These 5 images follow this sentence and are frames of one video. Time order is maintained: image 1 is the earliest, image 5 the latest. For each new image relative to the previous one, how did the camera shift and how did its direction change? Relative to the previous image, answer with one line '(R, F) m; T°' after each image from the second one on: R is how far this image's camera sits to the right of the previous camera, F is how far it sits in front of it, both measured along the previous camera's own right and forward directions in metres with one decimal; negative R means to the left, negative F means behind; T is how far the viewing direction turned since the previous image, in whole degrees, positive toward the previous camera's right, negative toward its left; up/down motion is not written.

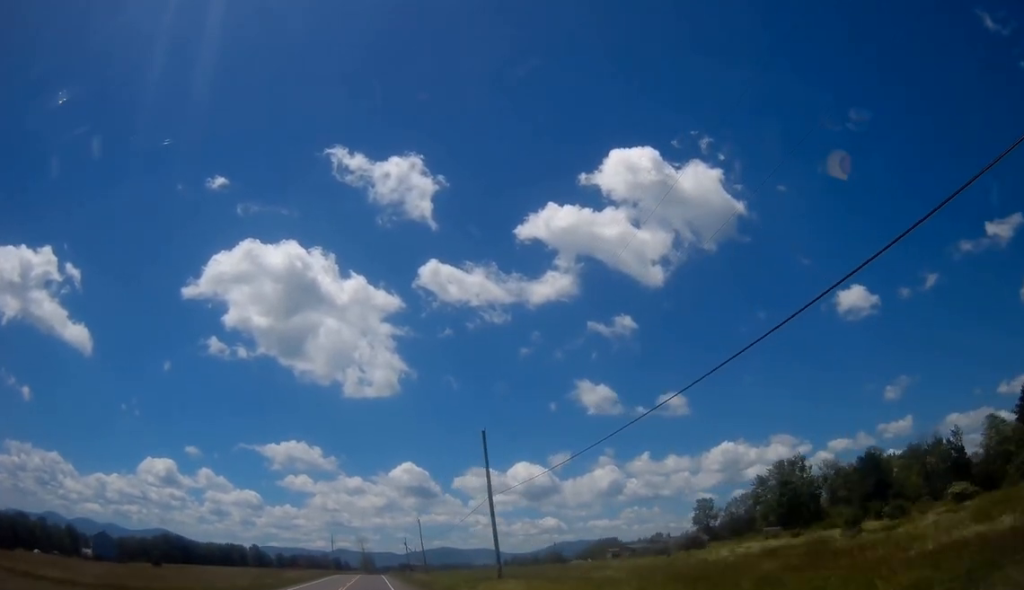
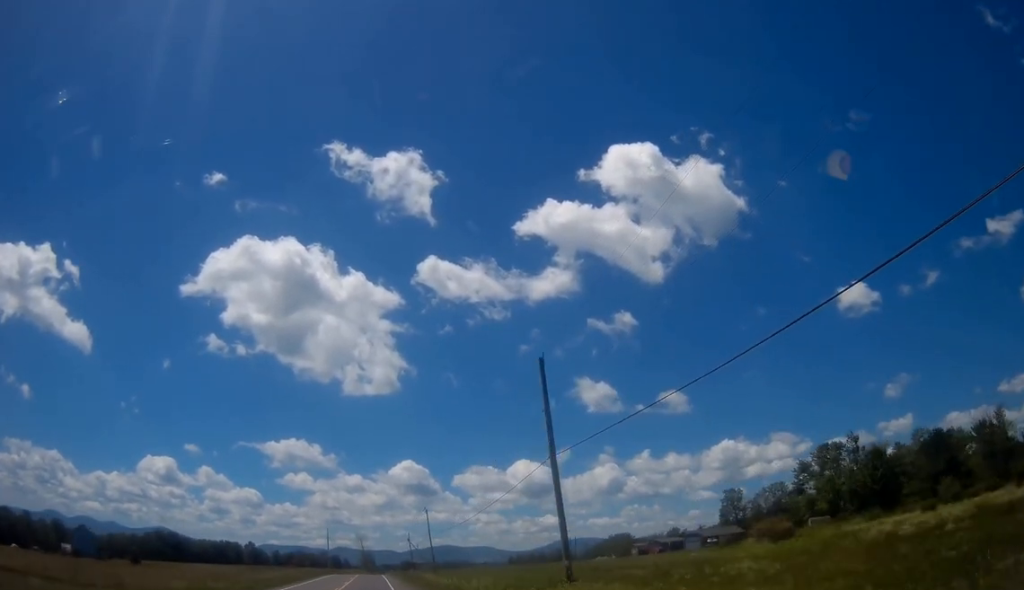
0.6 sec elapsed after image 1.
(-0.1, +15.2) m; 0°
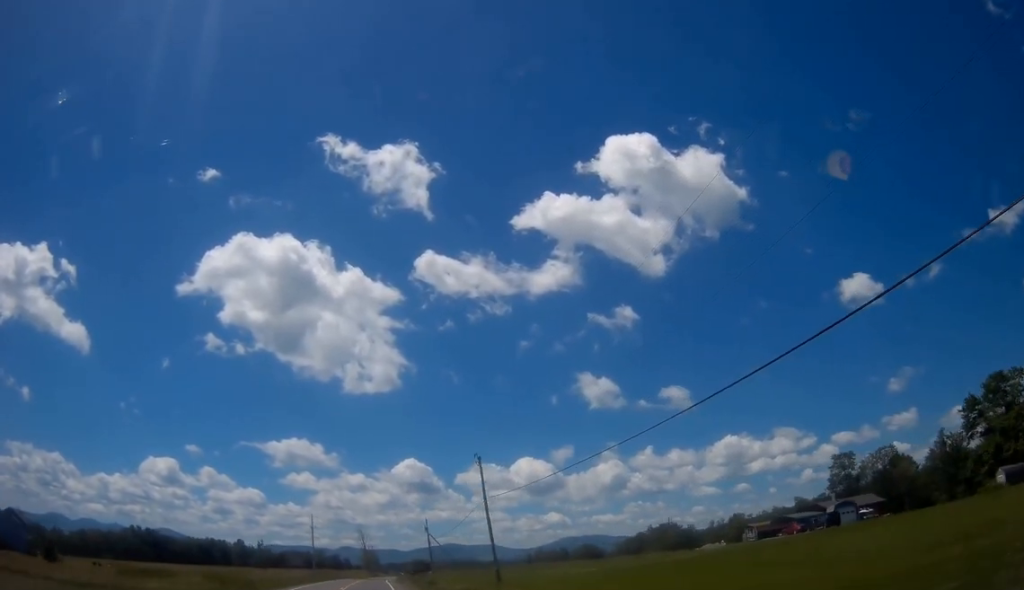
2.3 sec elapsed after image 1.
(+0.1, +43.7) m; -1°
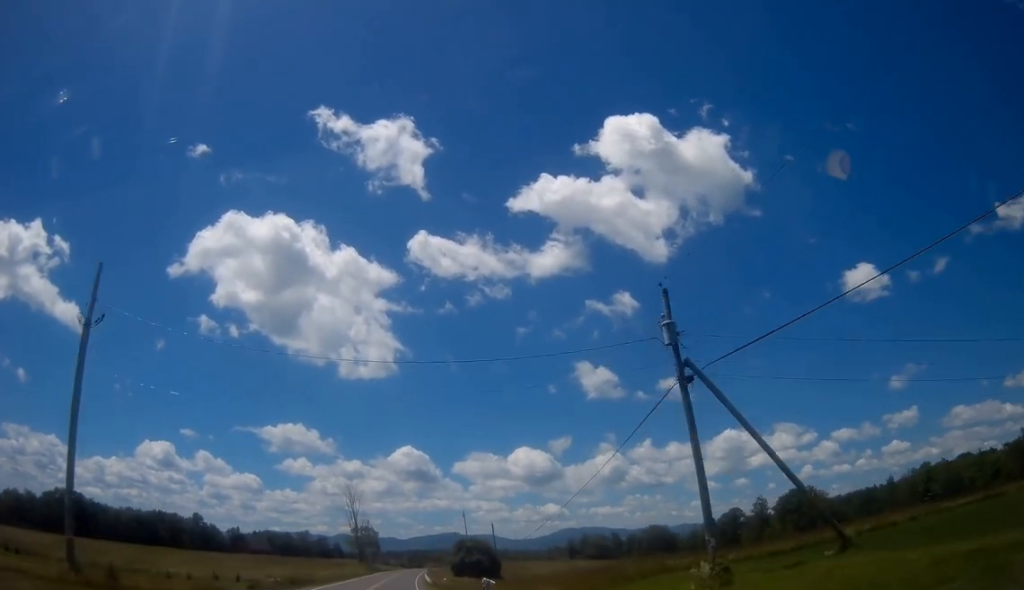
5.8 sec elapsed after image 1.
(-1.0, +87.1) m; 0°
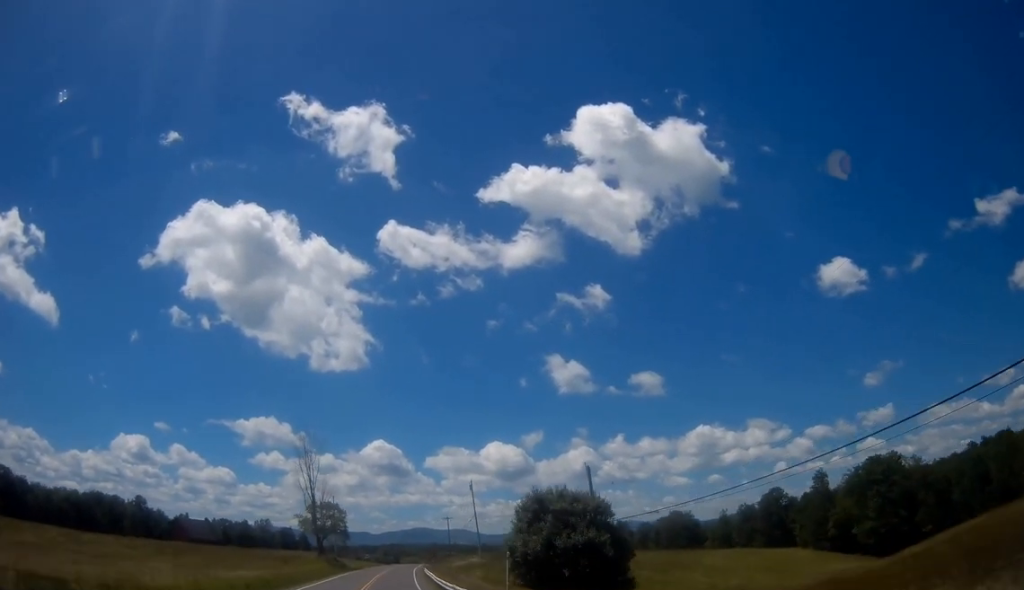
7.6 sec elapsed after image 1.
(+1.7, +42.7) m; +3°
